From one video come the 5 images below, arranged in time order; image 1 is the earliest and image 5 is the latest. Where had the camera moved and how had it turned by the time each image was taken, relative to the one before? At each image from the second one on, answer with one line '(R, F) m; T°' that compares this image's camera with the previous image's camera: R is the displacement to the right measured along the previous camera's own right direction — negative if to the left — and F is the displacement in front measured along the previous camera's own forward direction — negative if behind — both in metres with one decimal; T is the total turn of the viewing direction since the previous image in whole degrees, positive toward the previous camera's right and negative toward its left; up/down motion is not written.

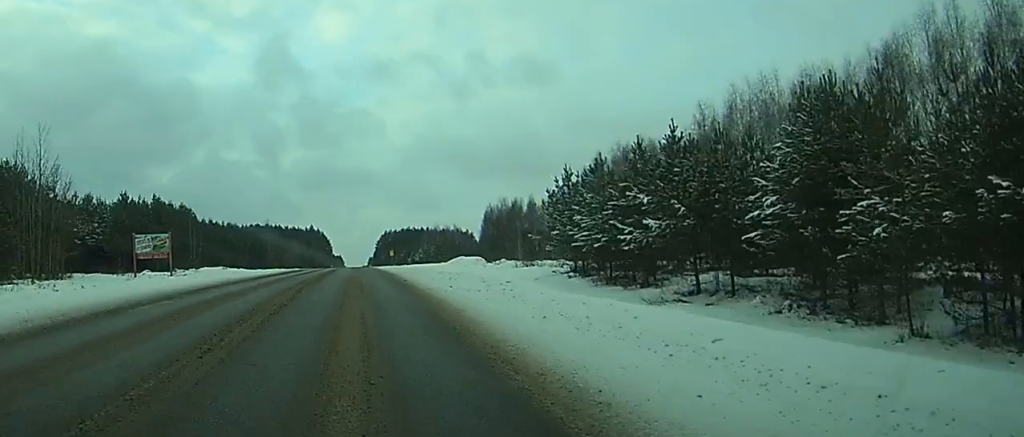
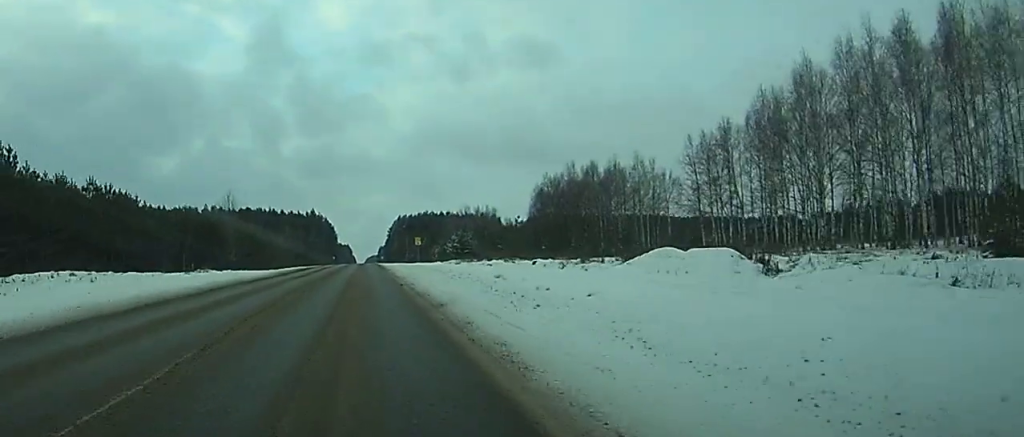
(+0.2, +67.0) m; 0°
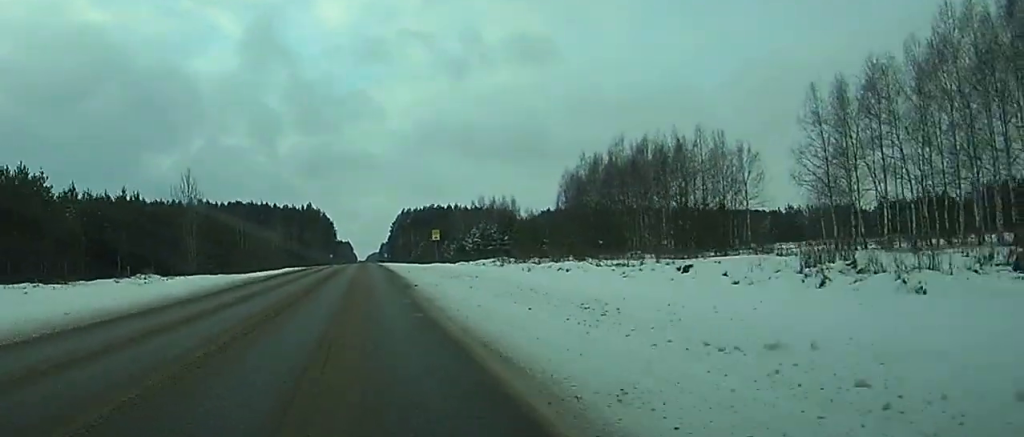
(-0.5, +30.6) m; 0°
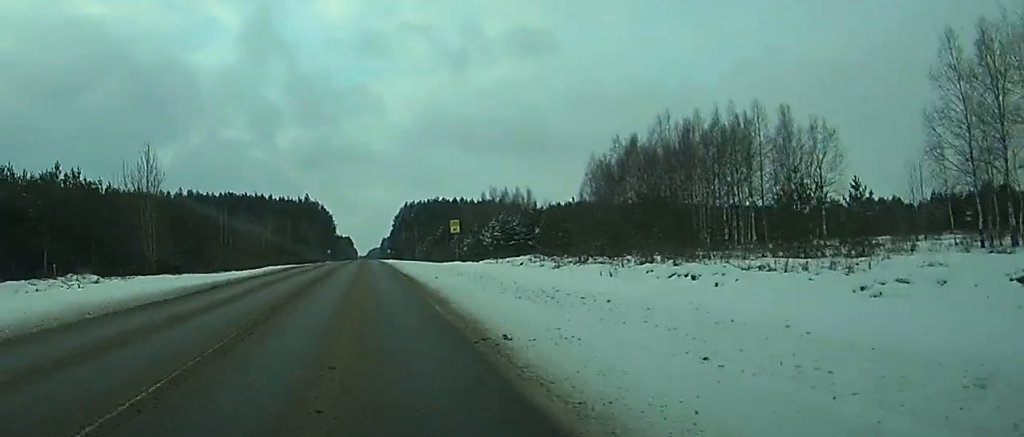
(+0.4, +19.7) m; +1°
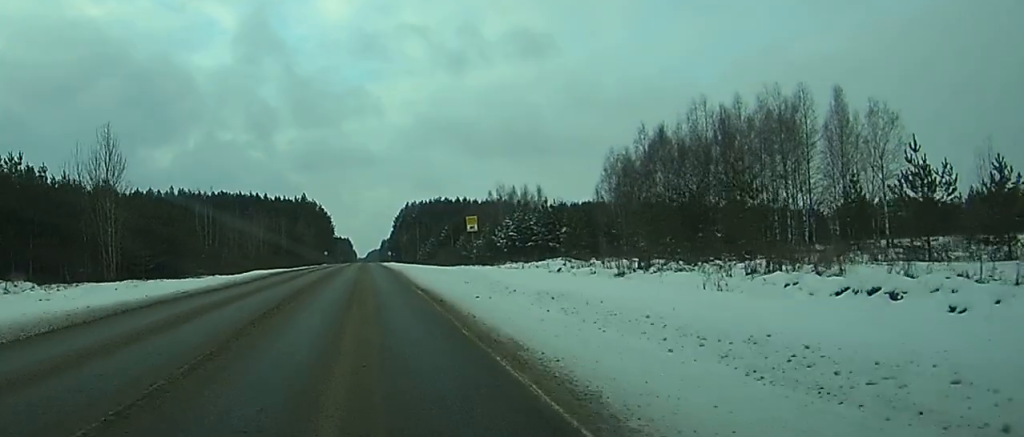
(+0.4, +12.6) m; +1°
